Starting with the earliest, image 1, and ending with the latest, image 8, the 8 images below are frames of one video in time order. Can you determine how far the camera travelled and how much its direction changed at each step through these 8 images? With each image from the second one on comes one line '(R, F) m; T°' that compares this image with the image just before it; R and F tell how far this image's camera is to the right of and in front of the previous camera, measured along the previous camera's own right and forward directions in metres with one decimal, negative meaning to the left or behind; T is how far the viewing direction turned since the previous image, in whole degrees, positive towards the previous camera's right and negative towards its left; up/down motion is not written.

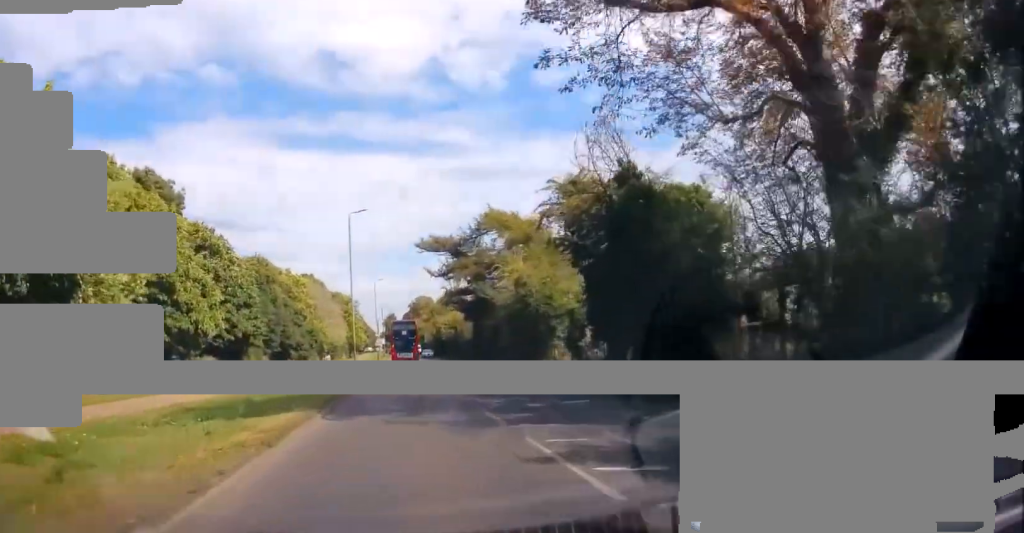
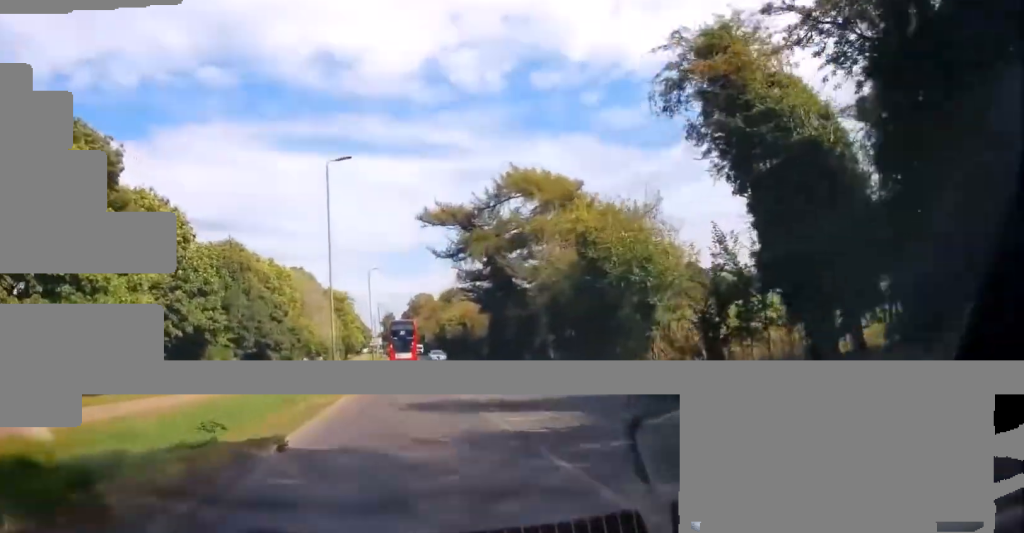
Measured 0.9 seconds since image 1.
(-0.4, +12.4) m; +2°
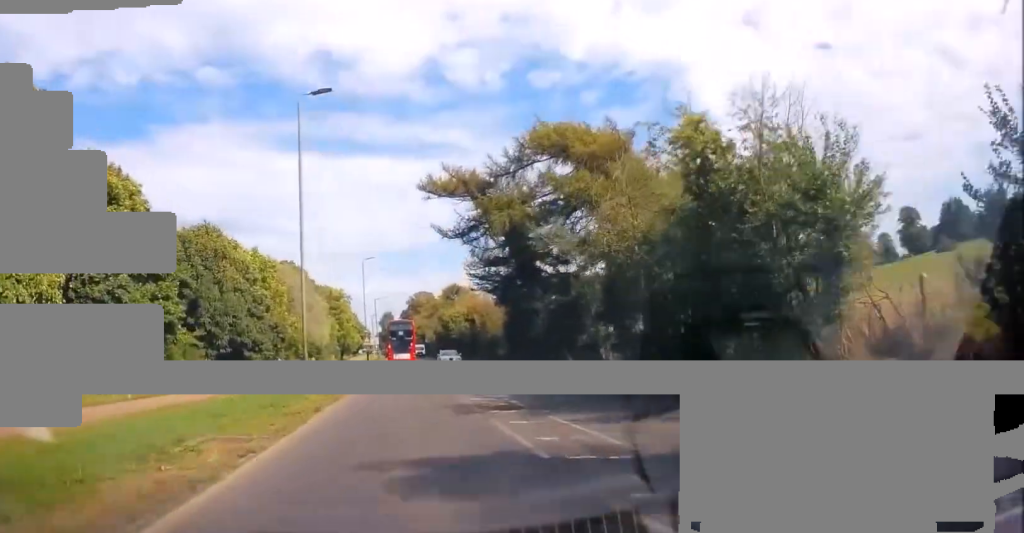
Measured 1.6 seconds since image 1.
(+0.4, +8.9) m; +1°
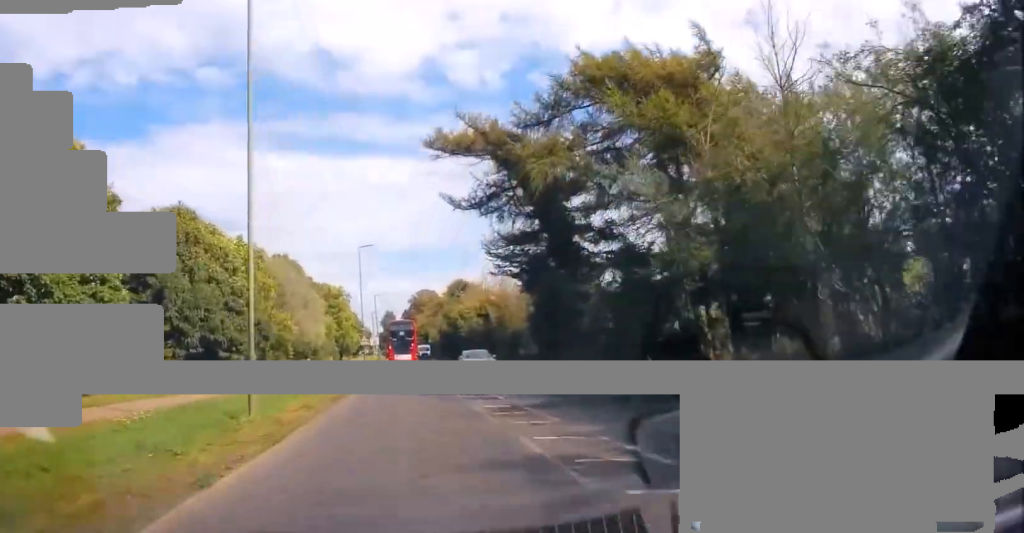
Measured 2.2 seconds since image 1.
(+0.3, +8.2) m; 0°
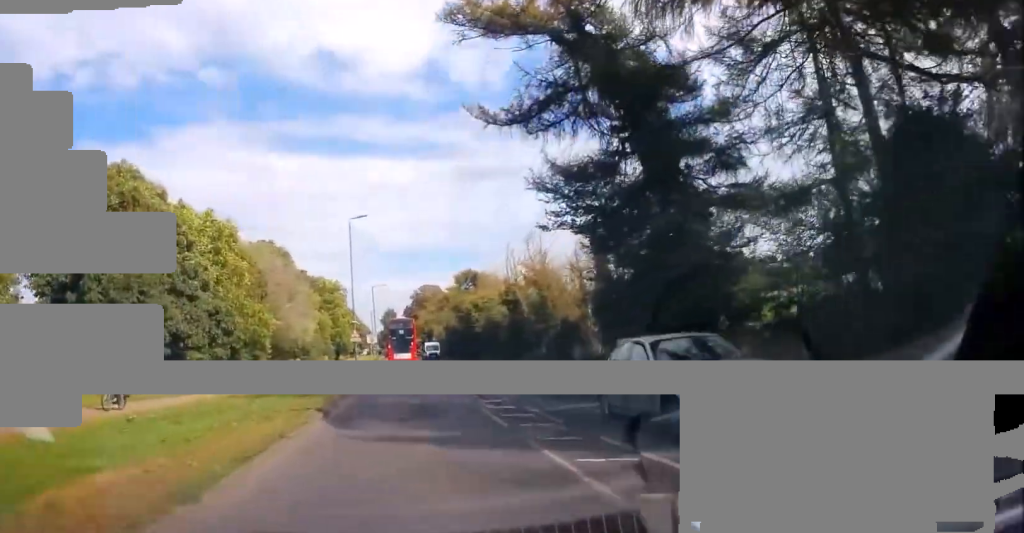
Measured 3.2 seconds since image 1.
(-0.5, +12.5) m; -1°
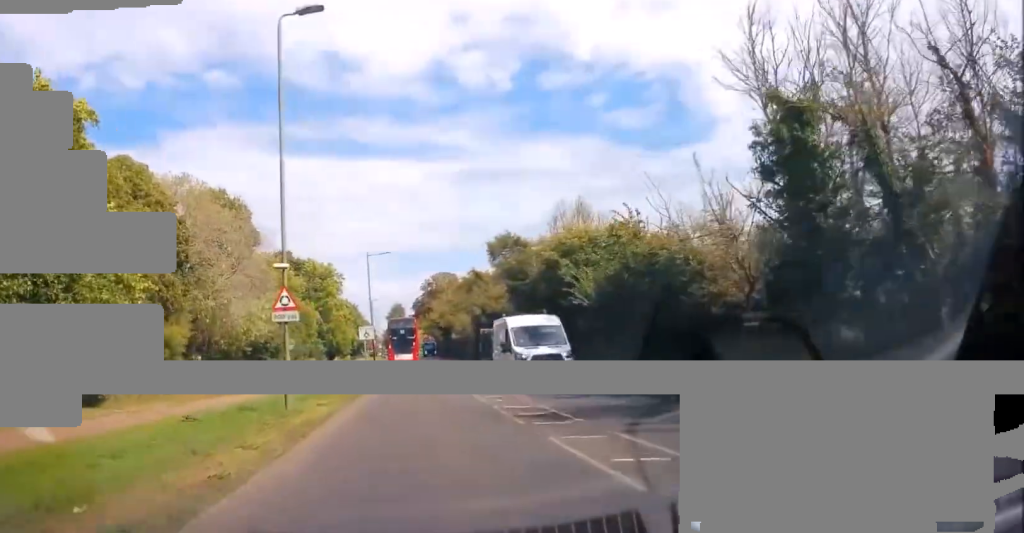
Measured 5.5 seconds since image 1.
(+0.2, +29.3) m; 0°
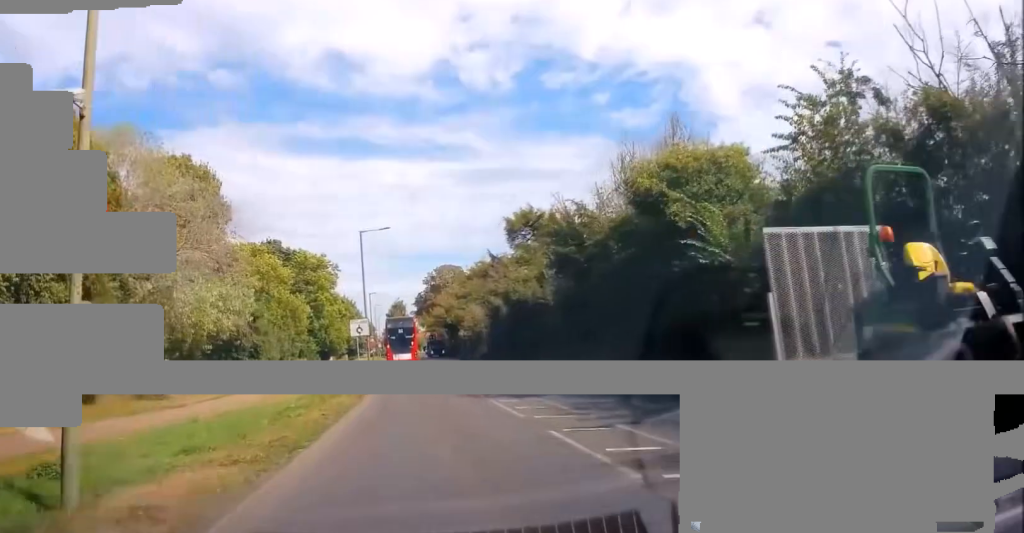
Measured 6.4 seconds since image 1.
(0.0, +11.2) m; -1°
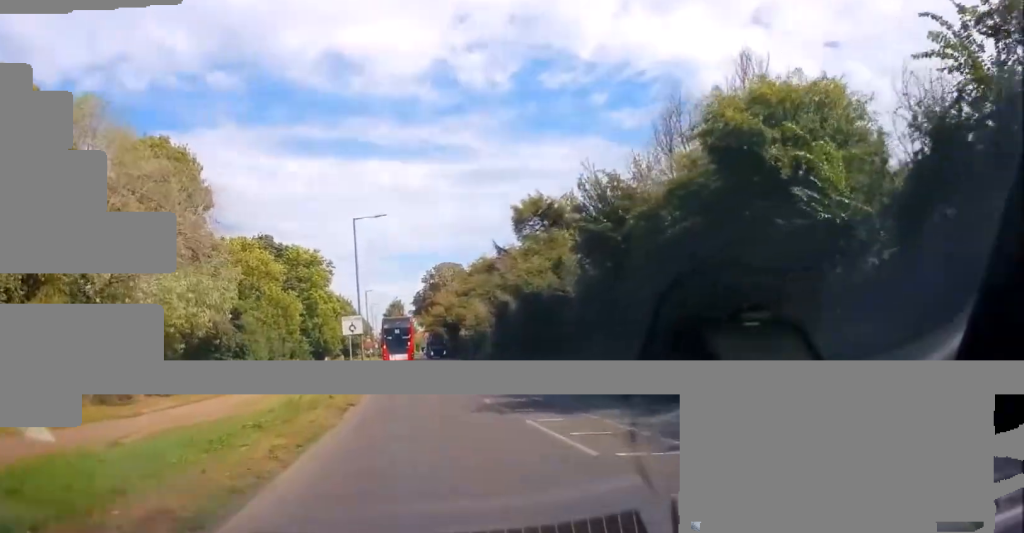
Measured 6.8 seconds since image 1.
(-0.2, +5.0) m; -1°
